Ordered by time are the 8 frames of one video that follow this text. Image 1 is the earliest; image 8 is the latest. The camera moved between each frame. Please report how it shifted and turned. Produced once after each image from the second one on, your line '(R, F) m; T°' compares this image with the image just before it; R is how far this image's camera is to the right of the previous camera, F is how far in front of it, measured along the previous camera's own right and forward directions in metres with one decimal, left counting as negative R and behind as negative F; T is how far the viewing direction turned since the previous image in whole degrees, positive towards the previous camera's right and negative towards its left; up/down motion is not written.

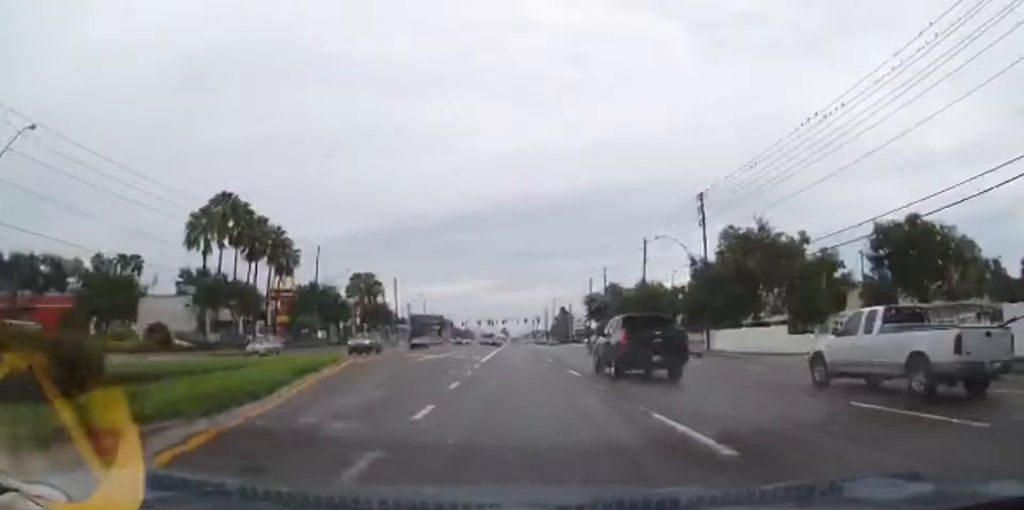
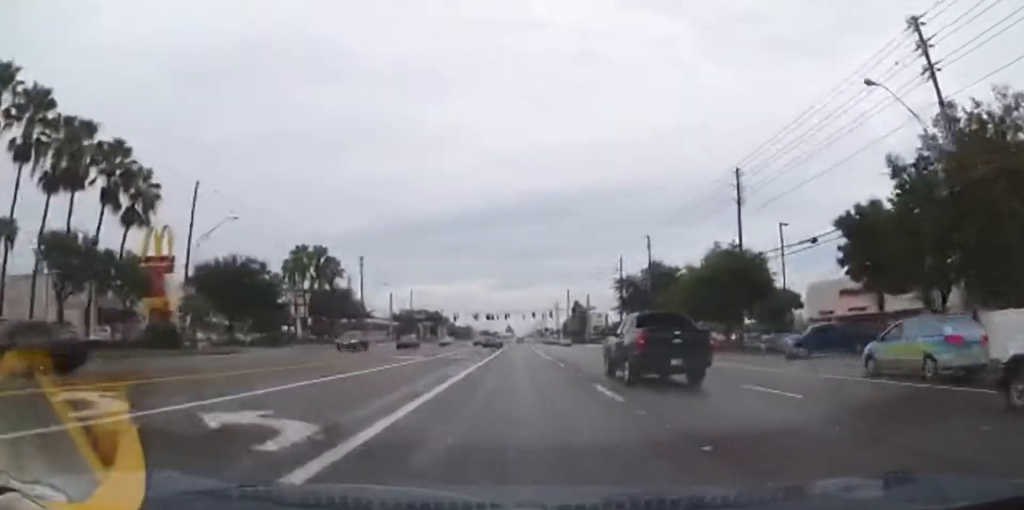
(-0.7, +31.4) m; -1°
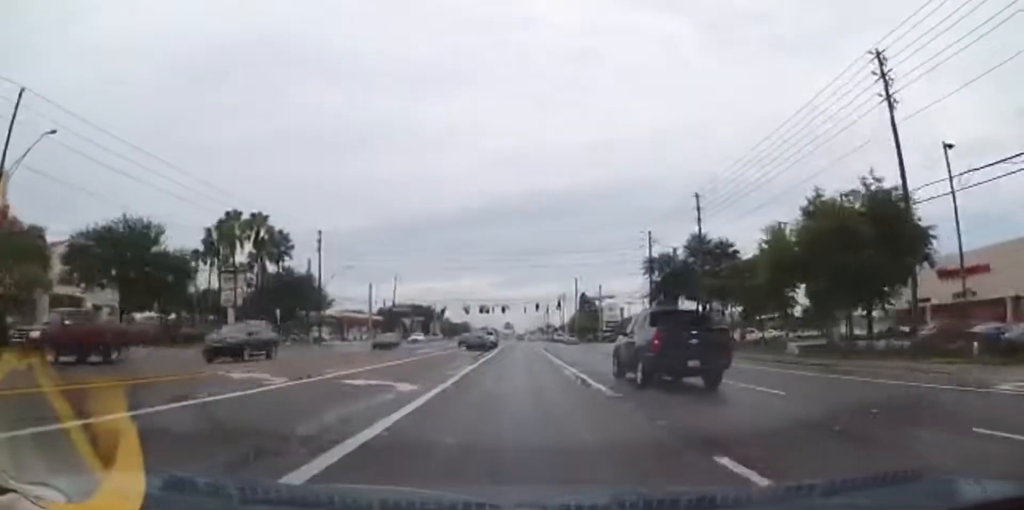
(0.0, +20.5) m; 0°
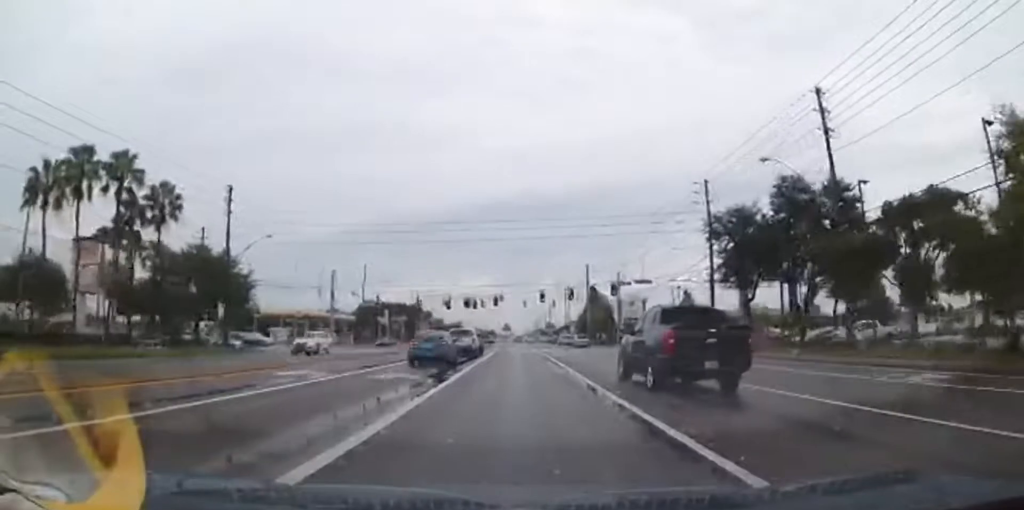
(+0.1, +24.6) m; 0°
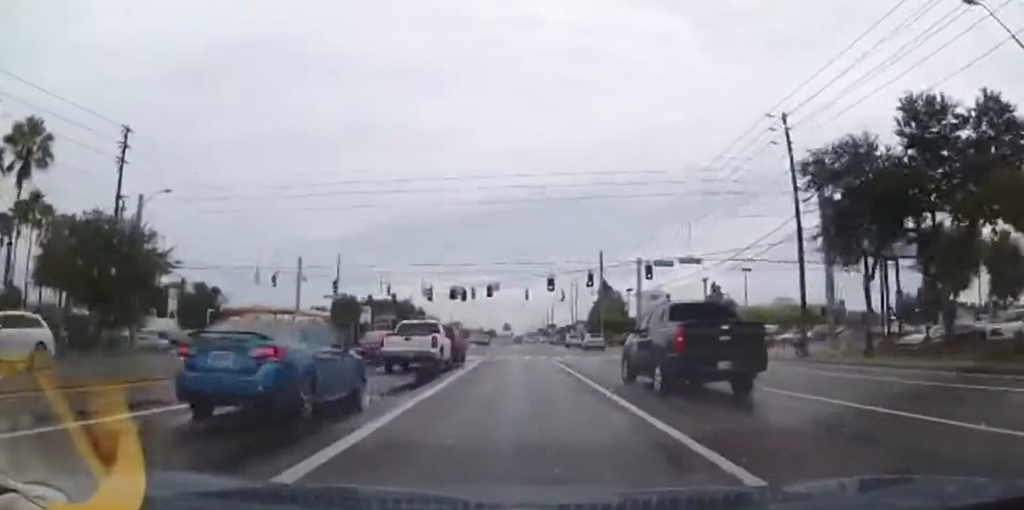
(0.0, +16.6) m; 0°
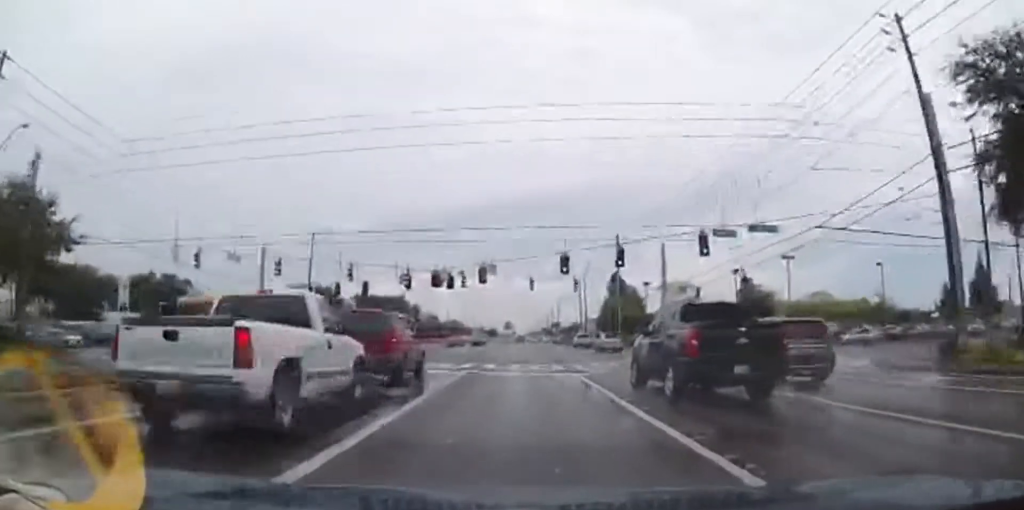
(0.0, +13.2) m; 0°
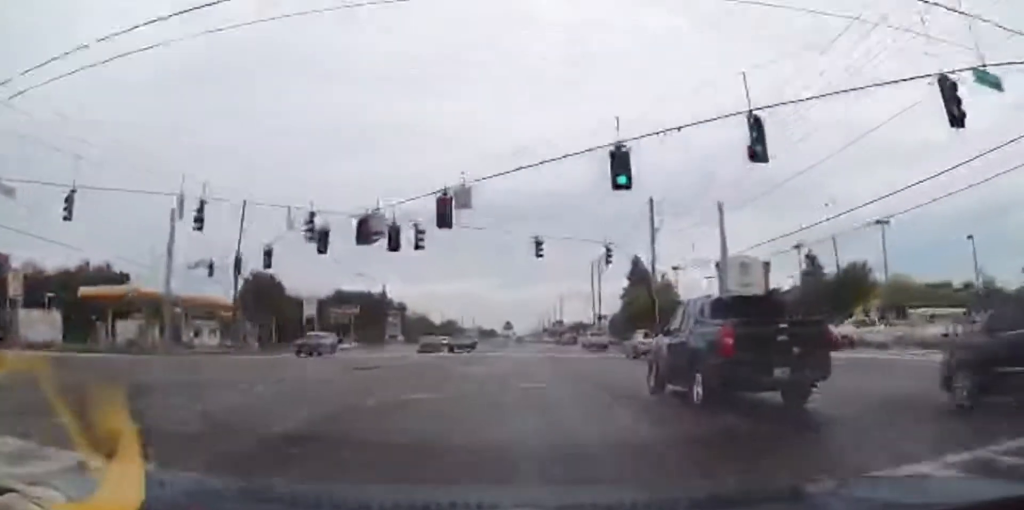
(0.0, +20.8) m; 0°
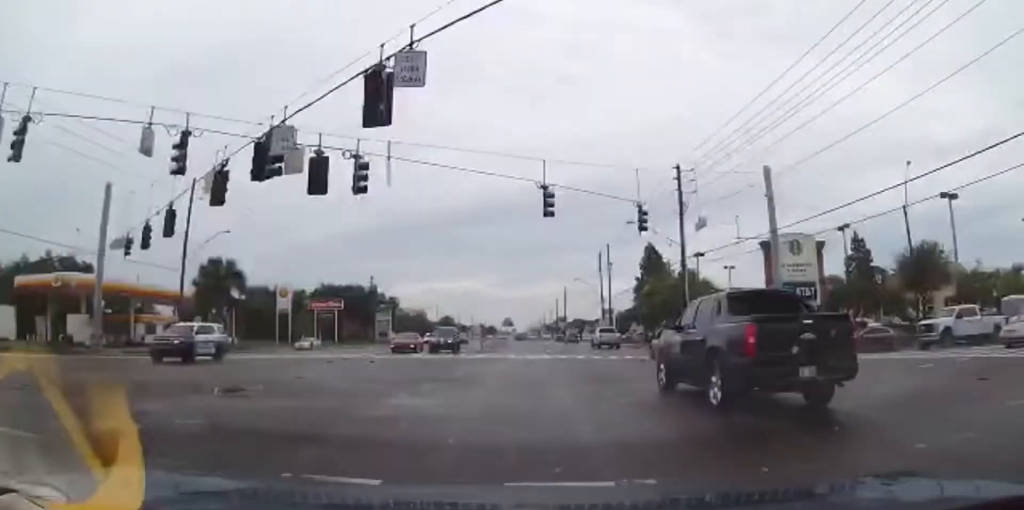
(0.0, +10.0) m; 0°
